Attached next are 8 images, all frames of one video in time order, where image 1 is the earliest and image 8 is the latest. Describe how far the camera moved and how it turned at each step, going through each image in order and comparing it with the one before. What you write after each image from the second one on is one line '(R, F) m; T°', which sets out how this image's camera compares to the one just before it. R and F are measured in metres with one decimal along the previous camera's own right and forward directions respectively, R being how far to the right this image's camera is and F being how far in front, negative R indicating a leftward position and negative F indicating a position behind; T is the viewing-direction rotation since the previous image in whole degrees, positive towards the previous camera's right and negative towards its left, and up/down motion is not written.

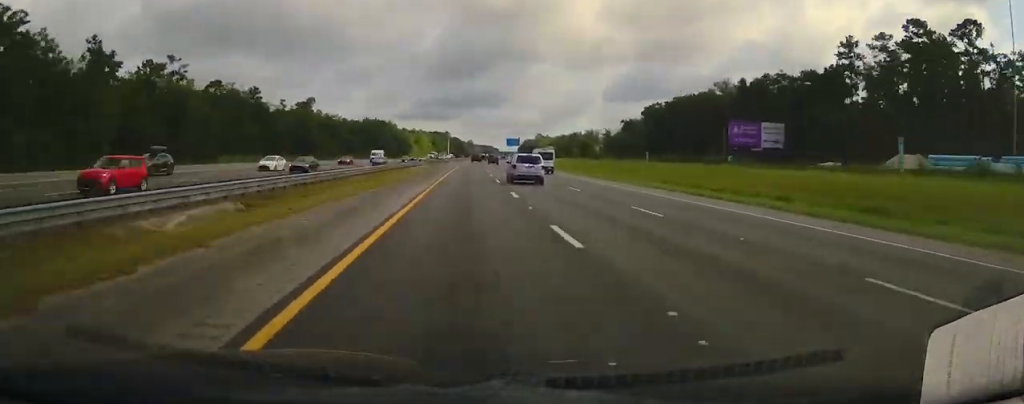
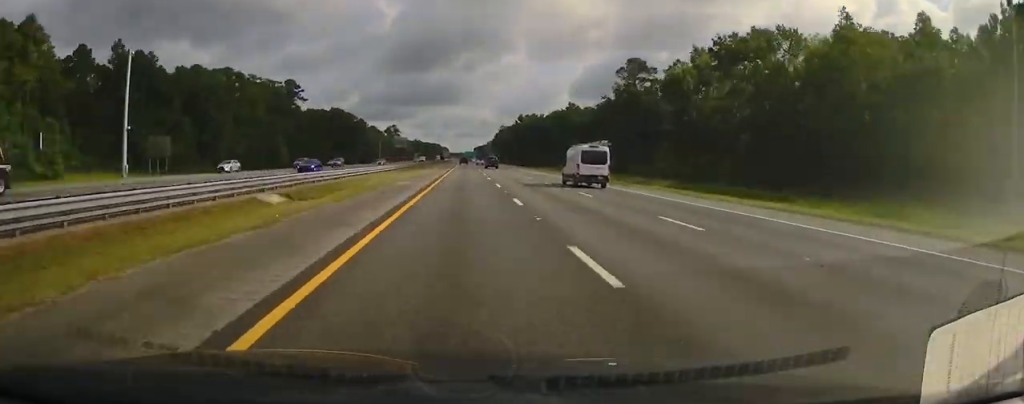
(+19.5, +391.3) m; +4°
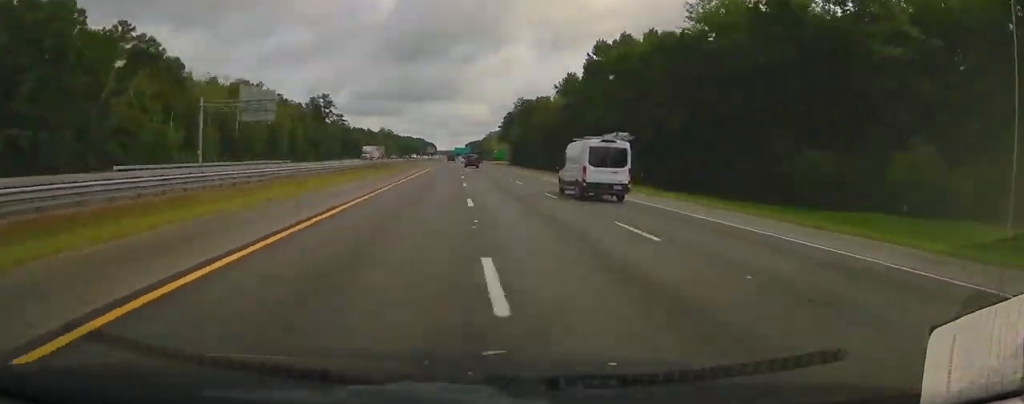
(-0.1, +169.8) m; 0°
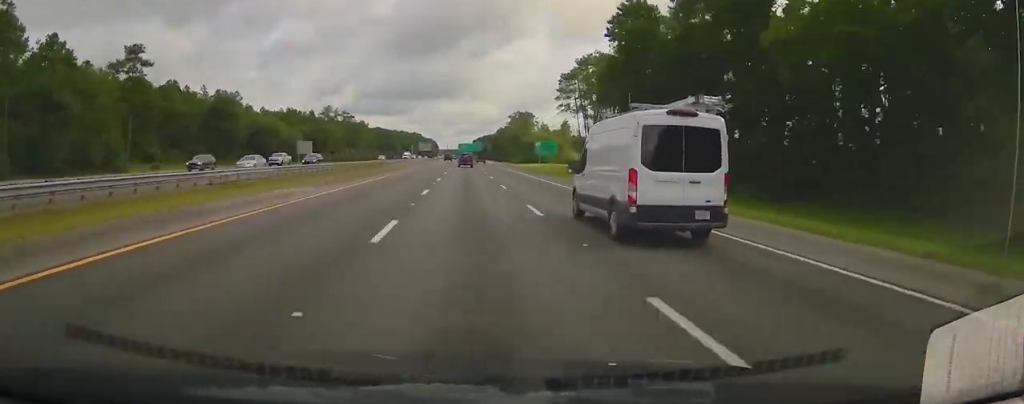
(-0.4, +164.6) m; 0°
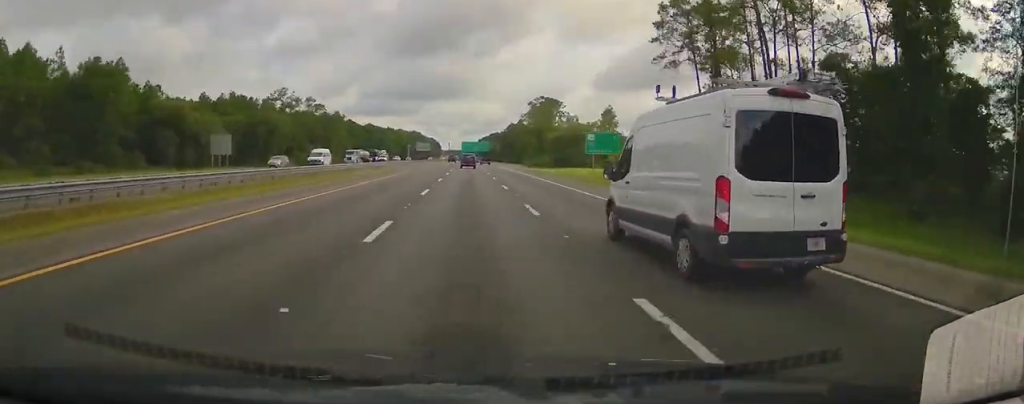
(+0.1, +61.0) m; 0°
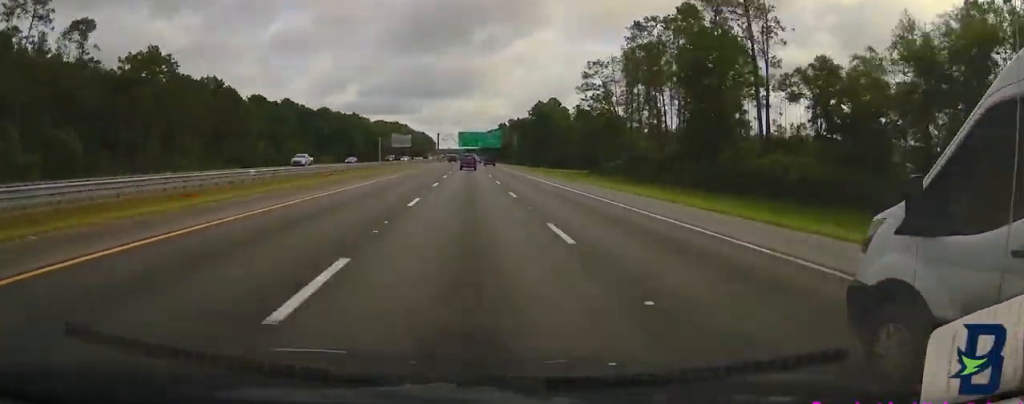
(-0.4, +126.8) m; 0°
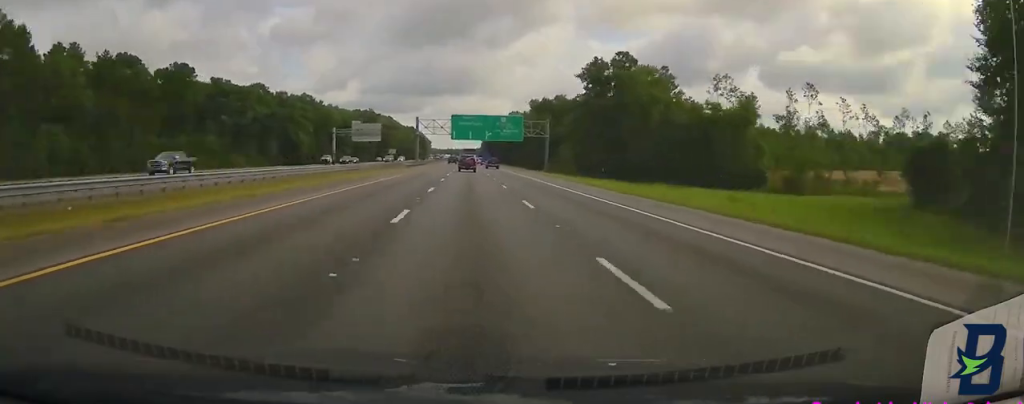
(+0.1, +89.2) m; 0°
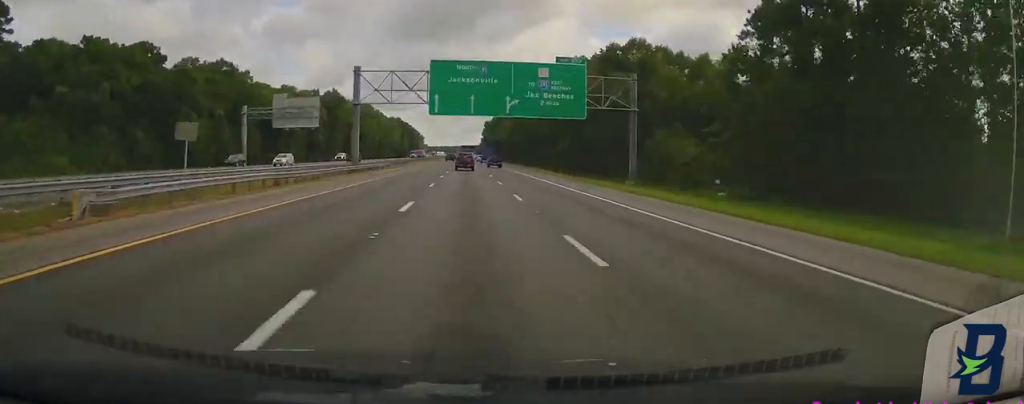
(+0.4, +70.4) m; 0°
